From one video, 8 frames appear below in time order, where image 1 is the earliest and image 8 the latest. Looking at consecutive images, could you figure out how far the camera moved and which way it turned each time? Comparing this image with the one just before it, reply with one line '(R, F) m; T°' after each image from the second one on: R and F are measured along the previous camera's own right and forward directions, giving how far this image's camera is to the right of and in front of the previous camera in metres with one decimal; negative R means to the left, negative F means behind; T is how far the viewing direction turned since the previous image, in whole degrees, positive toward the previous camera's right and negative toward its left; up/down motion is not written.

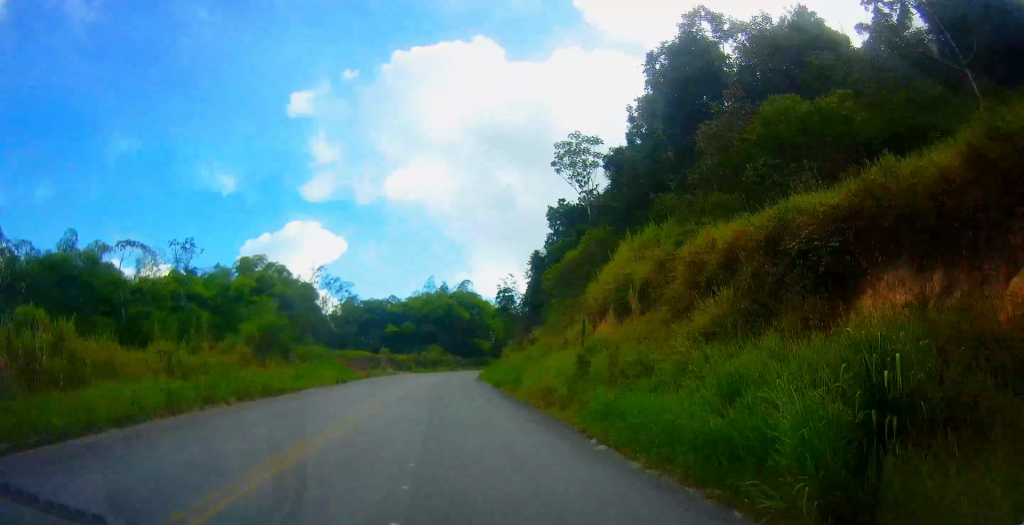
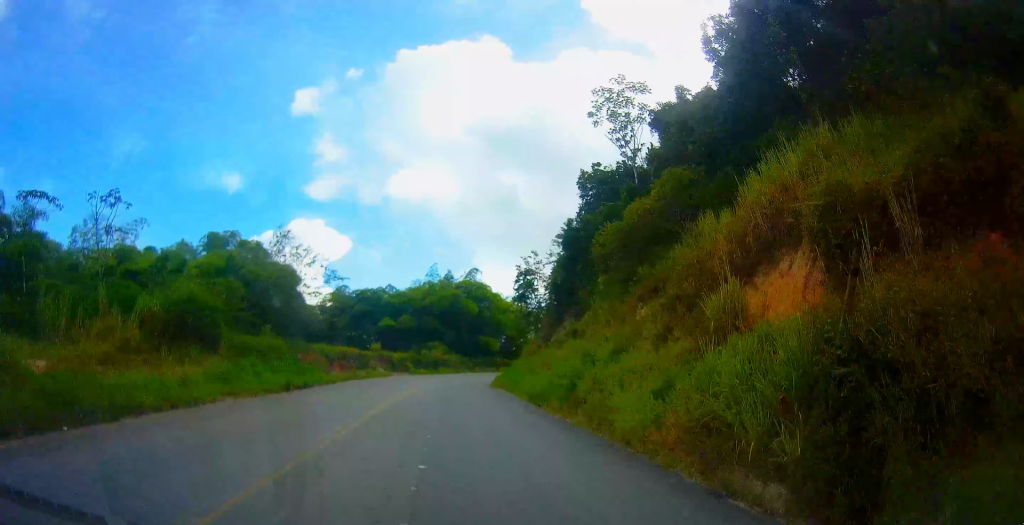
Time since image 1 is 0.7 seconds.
(0.0, +14.7) m; 0°
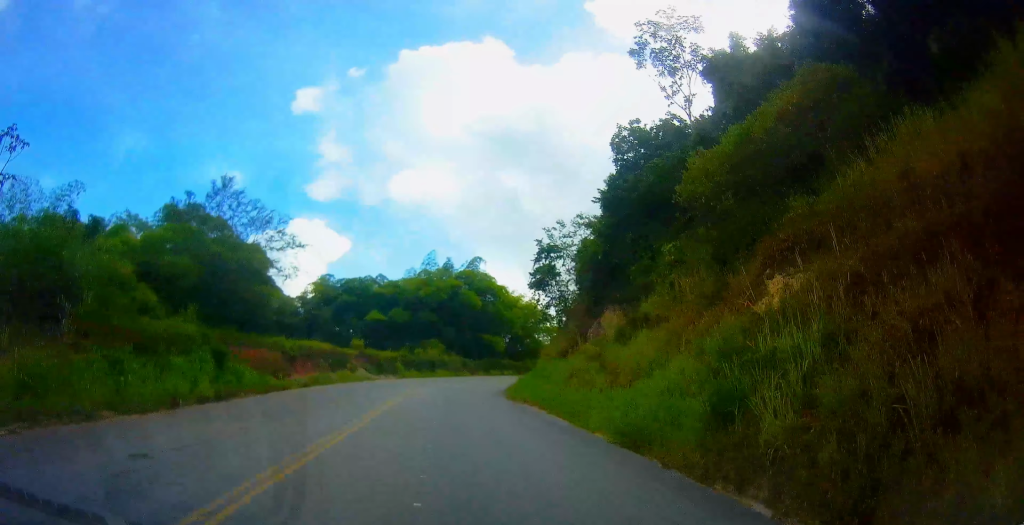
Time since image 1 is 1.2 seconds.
(-0.2, +12.8) m; -1°
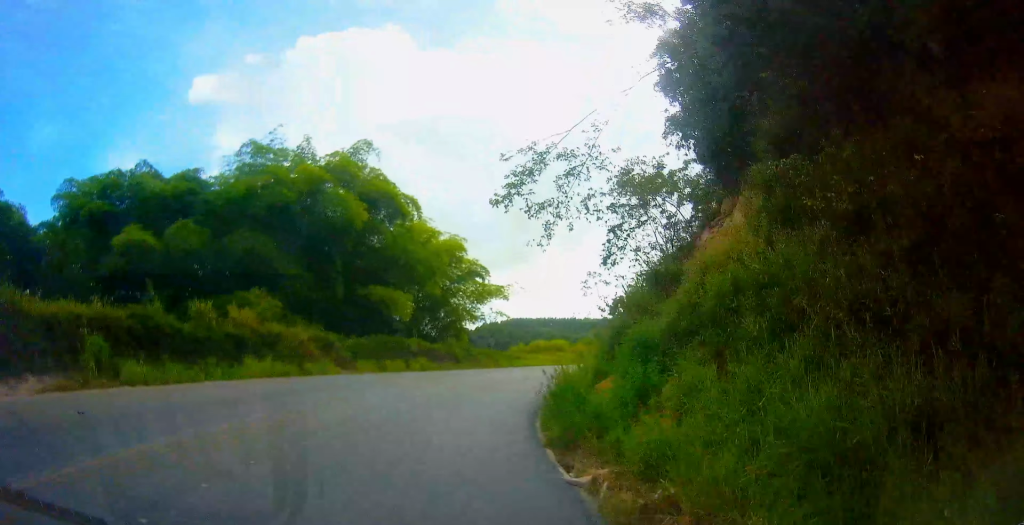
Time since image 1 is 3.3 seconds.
(+0.2, +45.3) m; +2°
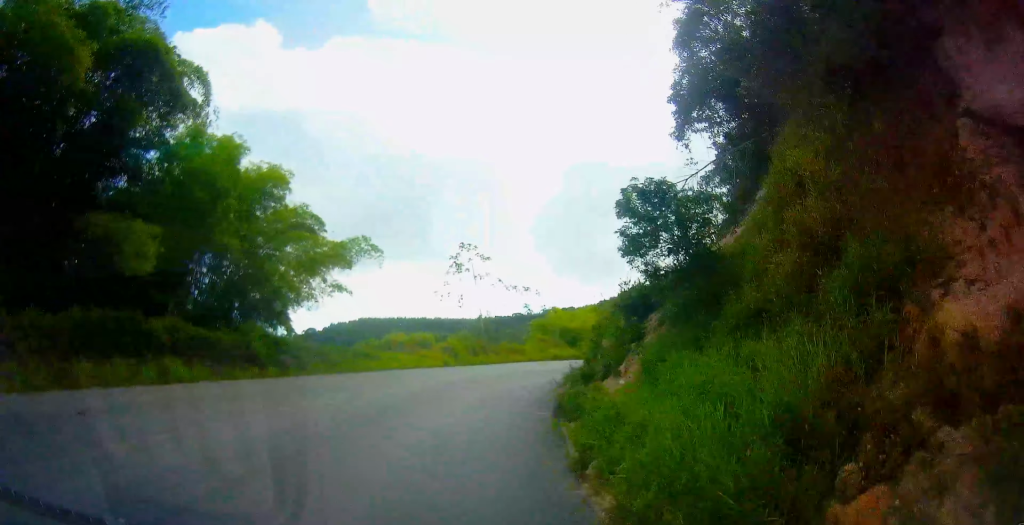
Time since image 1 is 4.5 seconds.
(+0.7, +23.7) m; +4°
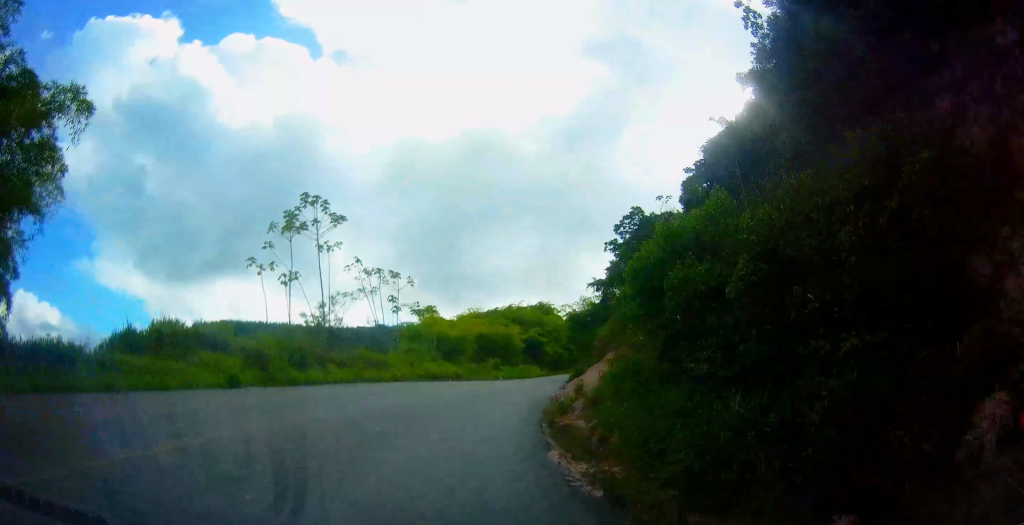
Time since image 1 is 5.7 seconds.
(+1.8, +25.4) m; +11°
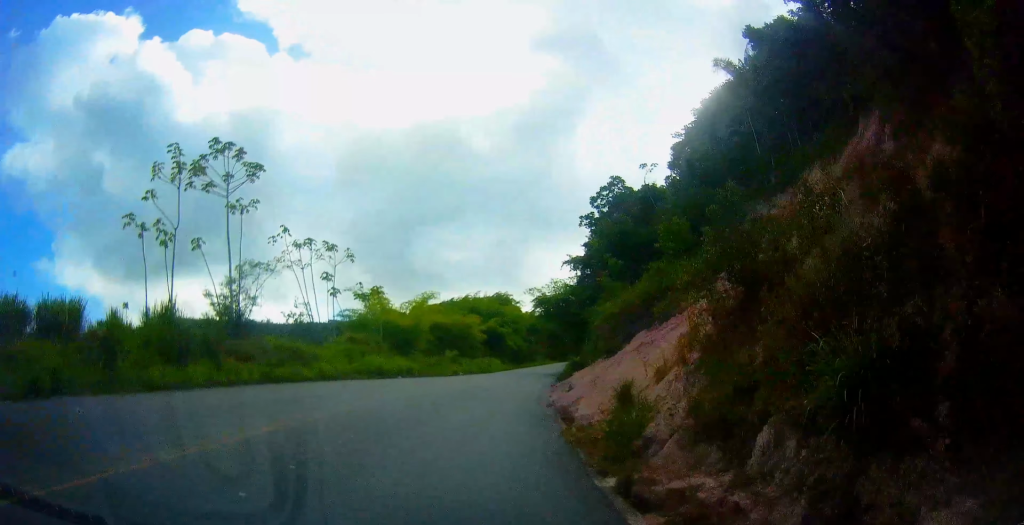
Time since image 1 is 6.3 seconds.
(+0.1, +11.6) m; +9°
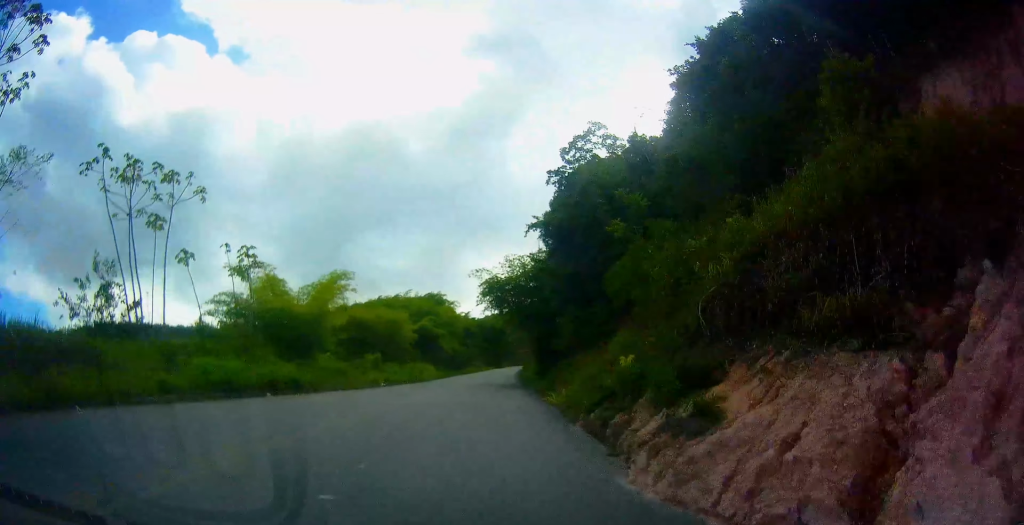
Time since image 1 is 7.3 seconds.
(+3.1, +18.5) m; +13°
